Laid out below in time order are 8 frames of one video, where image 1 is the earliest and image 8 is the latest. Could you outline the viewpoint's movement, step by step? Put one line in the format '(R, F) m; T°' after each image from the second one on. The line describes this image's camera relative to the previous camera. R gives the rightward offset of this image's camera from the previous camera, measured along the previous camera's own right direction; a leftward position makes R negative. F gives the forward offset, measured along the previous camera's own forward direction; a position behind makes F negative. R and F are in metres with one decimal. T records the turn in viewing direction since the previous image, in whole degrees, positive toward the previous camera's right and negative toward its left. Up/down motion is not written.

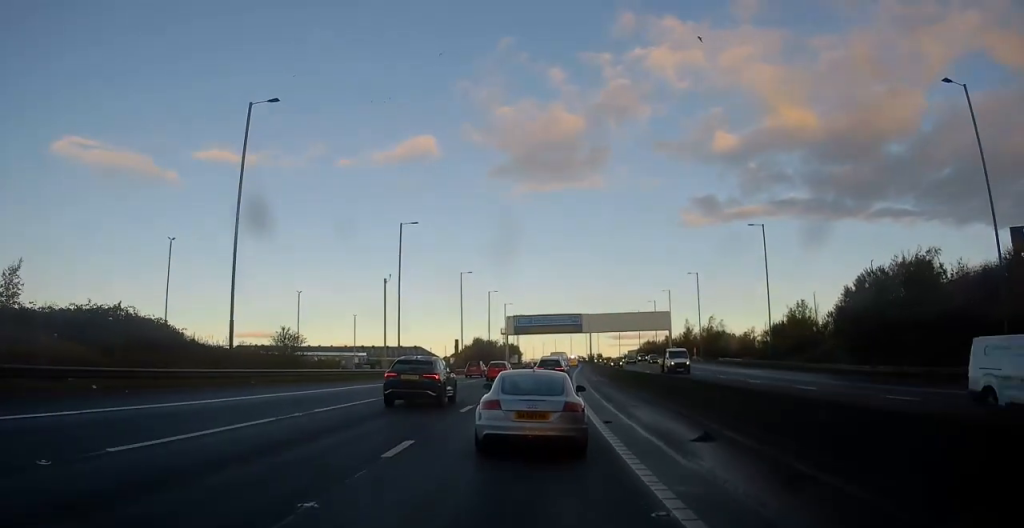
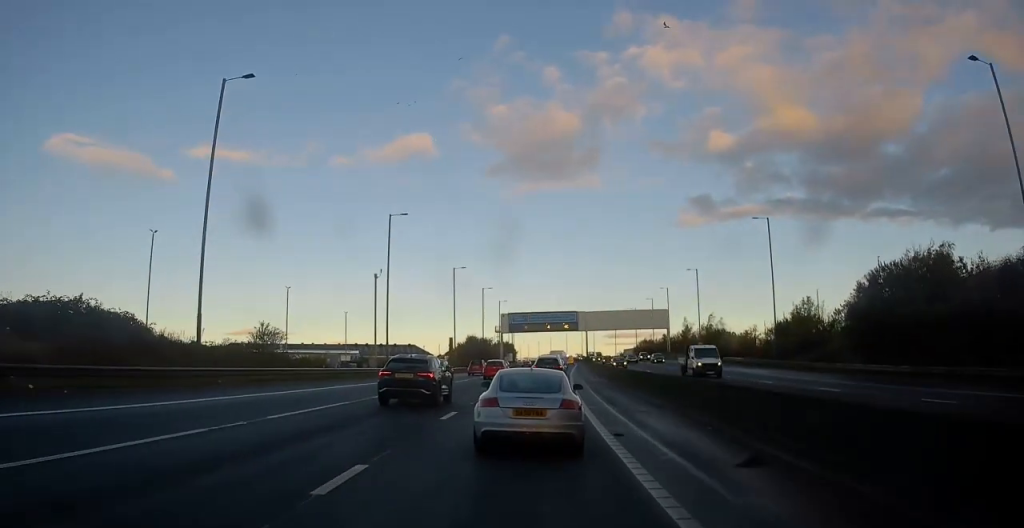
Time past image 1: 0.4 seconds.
(-0.1, +2.8) m; 0°
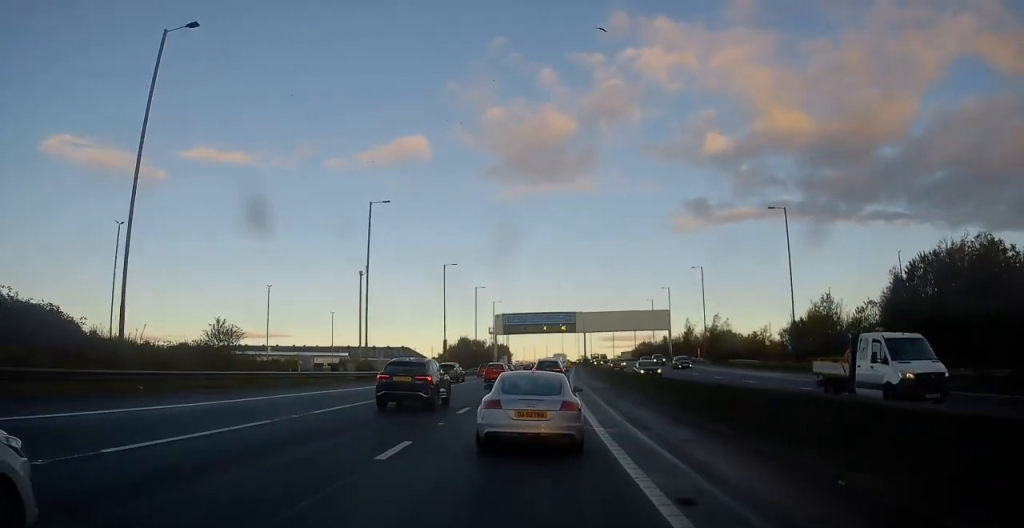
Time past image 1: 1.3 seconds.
(0.0, +5.9) m; +1°
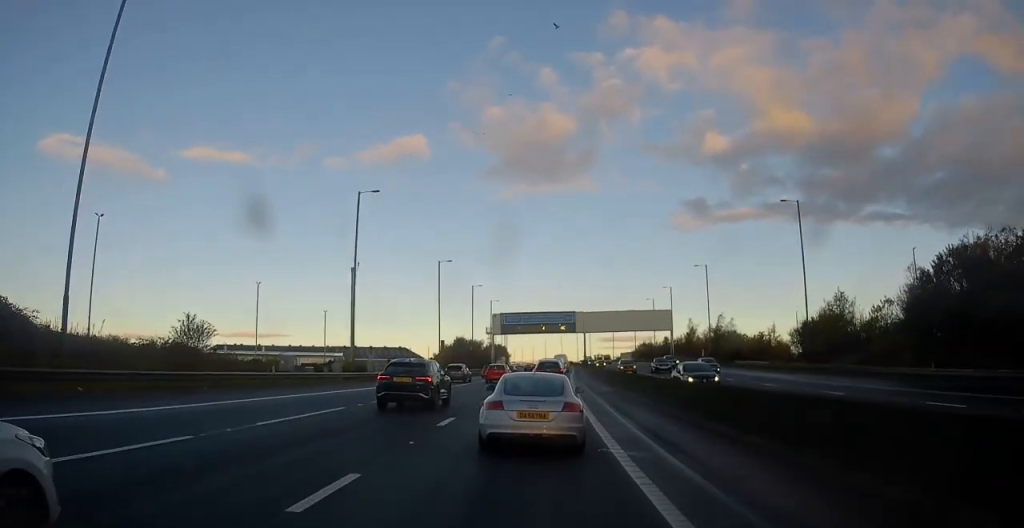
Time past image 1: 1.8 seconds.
(+0.1, +3.3) m; +1°
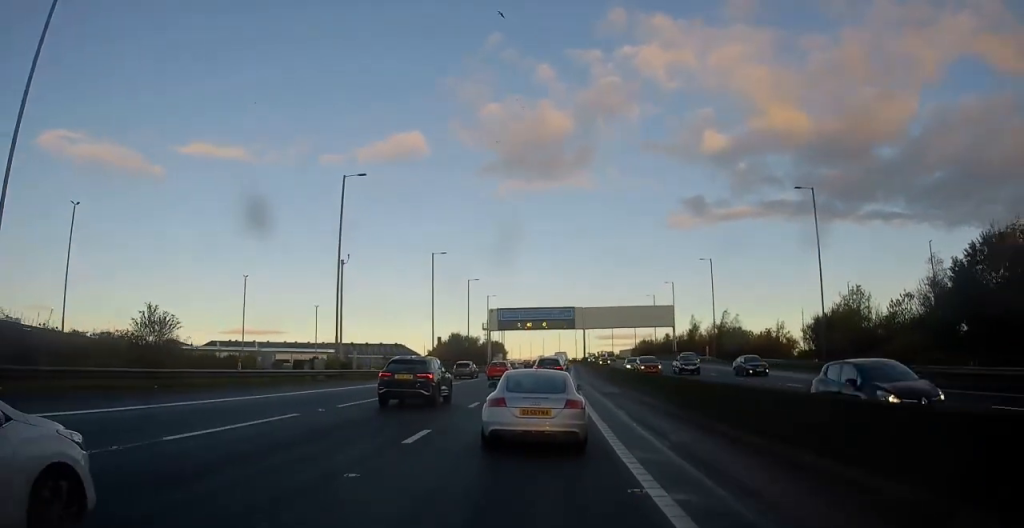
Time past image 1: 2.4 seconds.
(0.0, +3.5) m; 0°
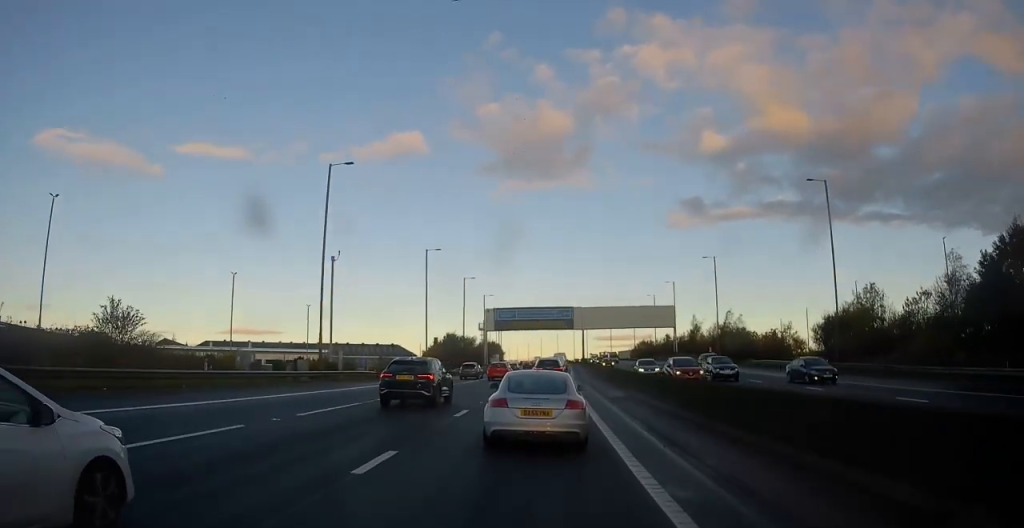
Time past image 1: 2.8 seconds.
(0.0, +2.9) m; 0°
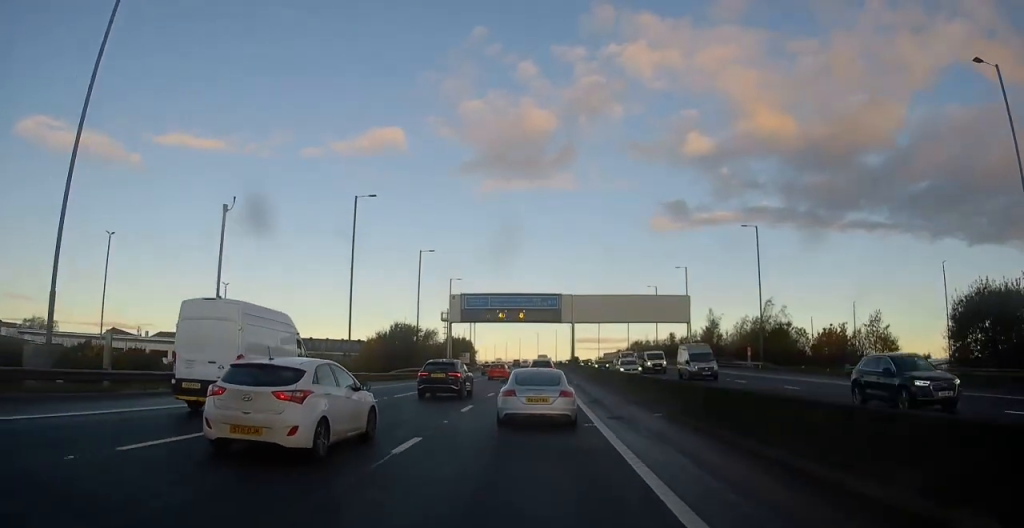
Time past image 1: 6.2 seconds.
(+0.8, +23.7) m; +2°
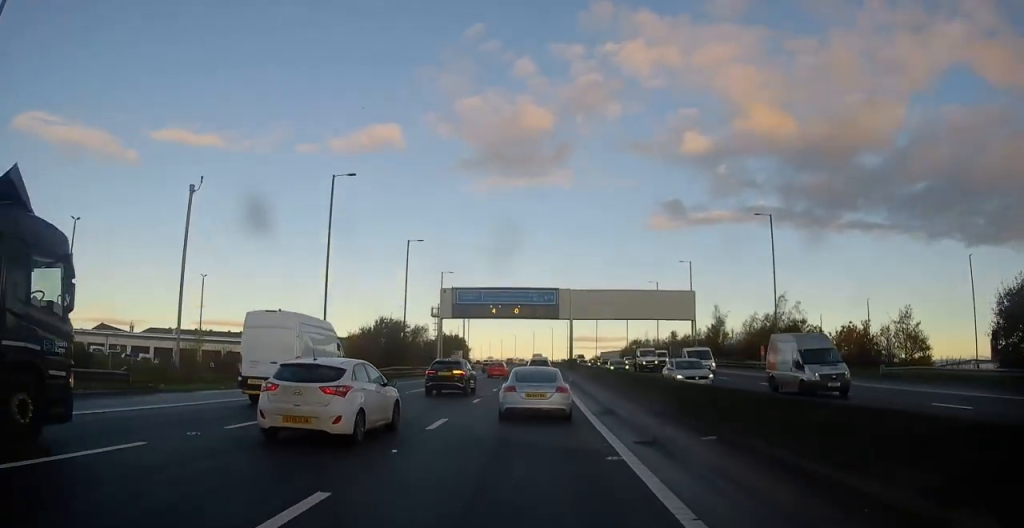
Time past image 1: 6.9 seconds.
(0.0, +5.2) m; -1°
